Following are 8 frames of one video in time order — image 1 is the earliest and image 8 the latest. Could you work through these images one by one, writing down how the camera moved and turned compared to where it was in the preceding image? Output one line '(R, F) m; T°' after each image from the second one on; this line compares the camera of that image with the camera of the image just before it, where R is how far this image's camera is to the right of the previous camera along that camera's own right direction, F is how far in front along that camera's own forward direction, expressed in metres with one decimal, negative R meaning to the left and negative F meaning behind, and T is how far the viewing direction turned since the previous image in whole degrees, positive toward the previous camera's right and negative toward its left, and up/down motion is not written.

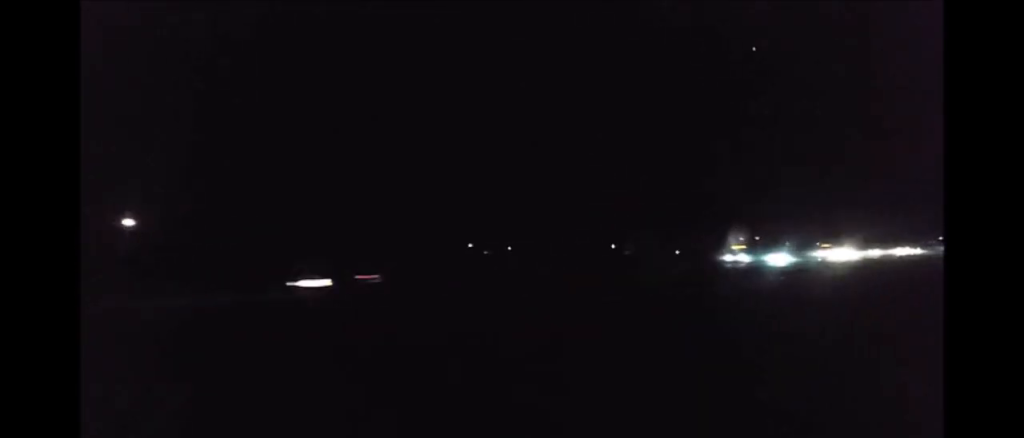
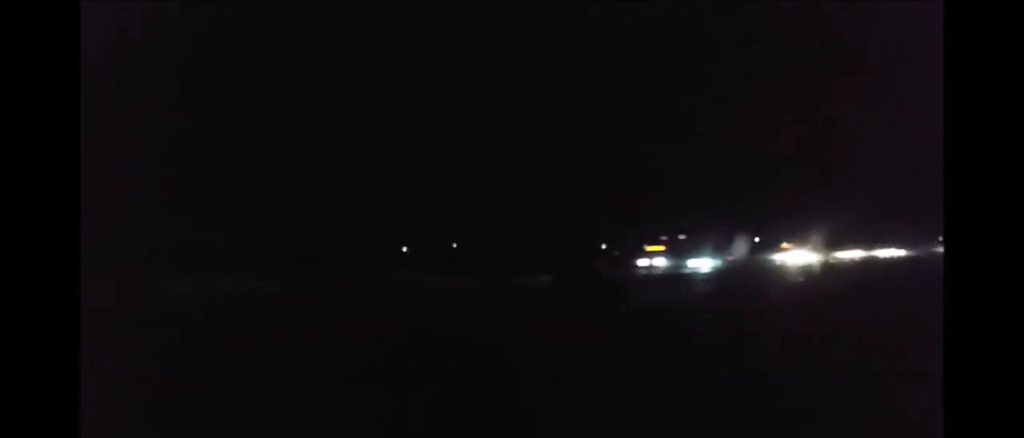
(+0.1, +13.6) m; 0°
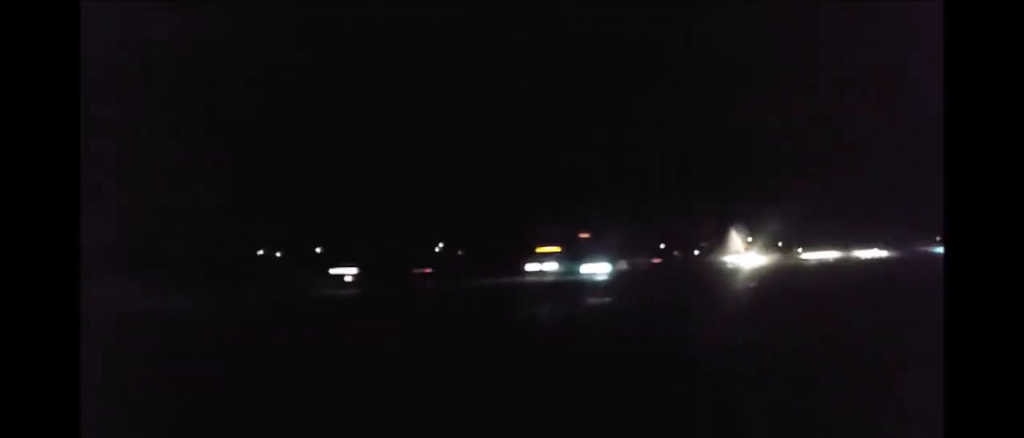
(+0.1, +11.7) m; 0°
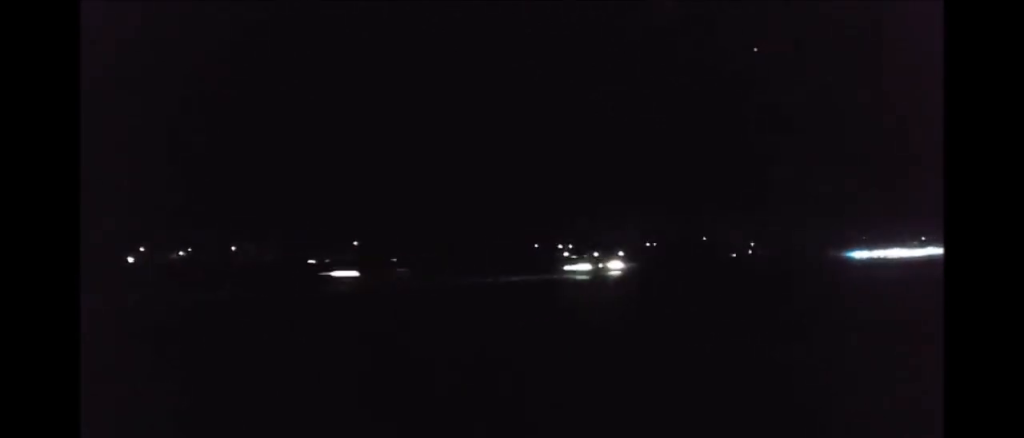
(-0.7, +66.0) m; -1°
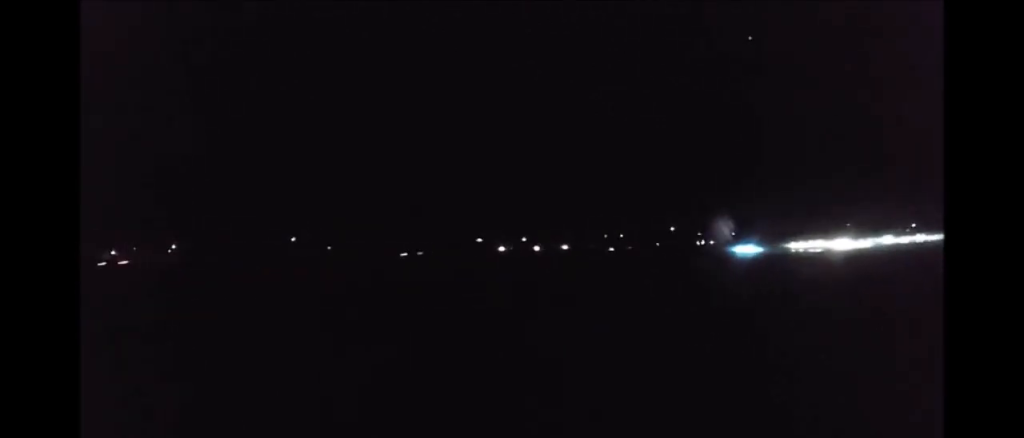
(+0.4, +37.3) m; 0°
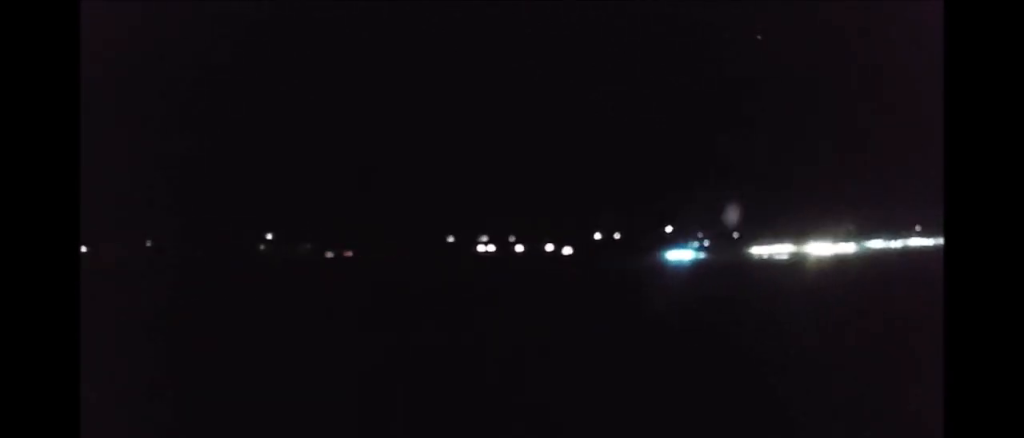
(-0.2, +11.8) m; 0°
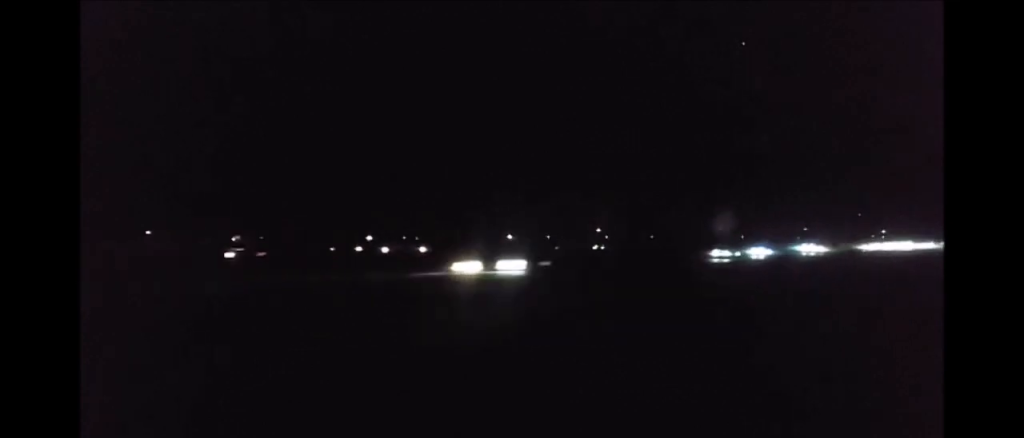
(+0.6, +51.3) m; +1°
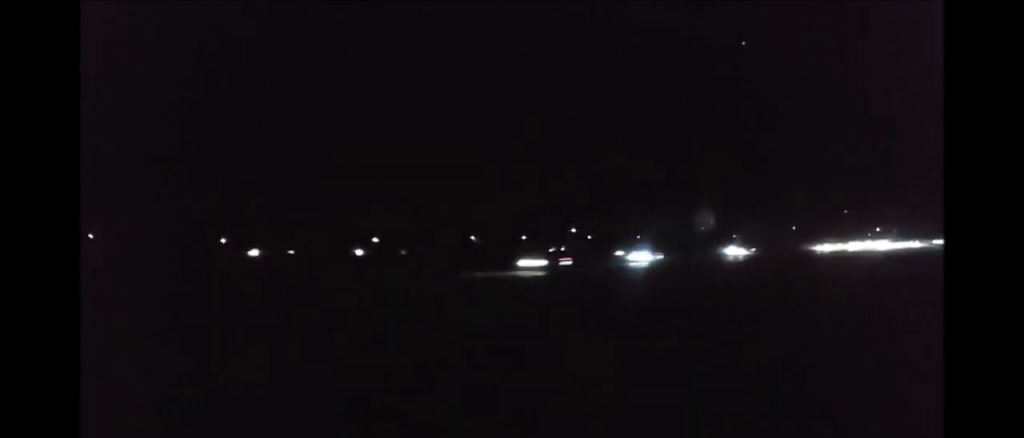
(0.0, +22.8) m; 0°
